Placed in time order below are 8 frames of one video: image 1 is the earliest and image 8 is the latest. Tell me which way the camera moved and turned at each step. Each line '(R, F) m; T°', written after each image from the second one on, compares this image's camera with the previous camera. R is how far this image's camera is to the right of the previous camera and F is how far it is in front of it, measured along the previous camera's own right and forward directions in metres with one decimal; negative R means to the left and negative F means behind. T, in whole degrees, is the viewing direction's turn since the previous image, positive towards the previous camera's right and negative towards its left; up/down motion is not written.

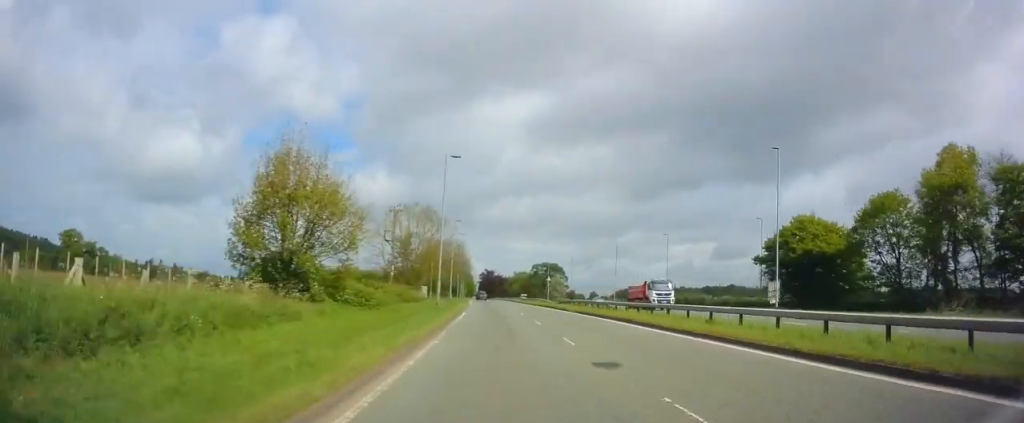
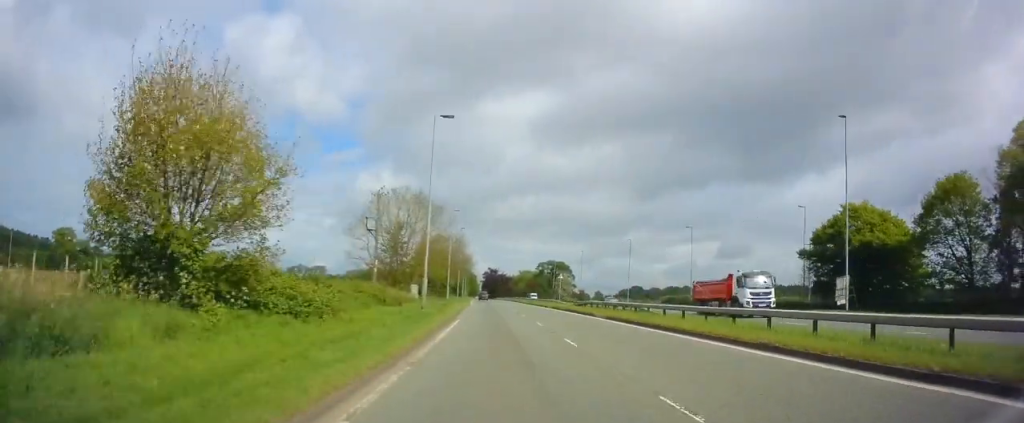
(0.0, +9.0) m; 0°
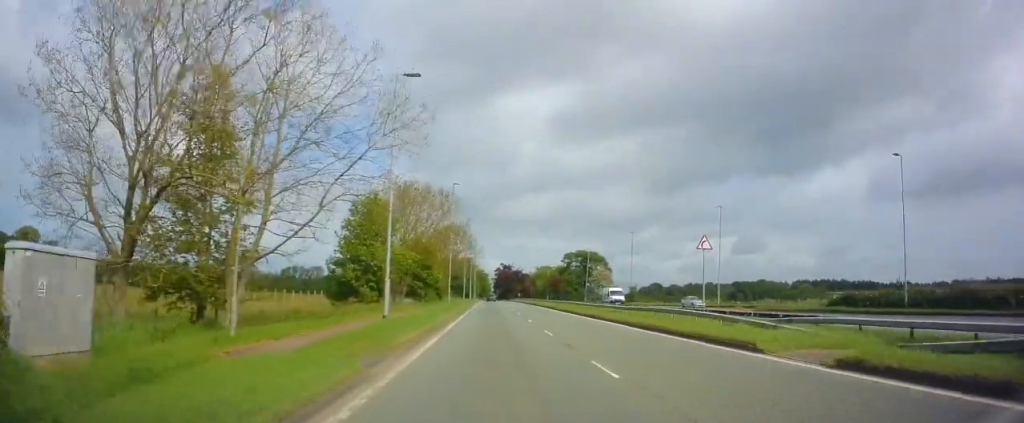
(-0.3, +40.2) m; -1°
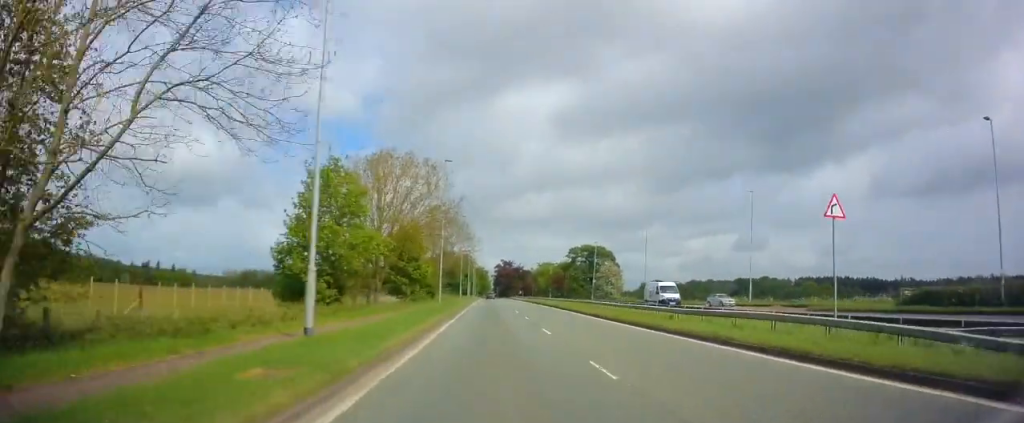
(-0.1, +9.2) m; 0°
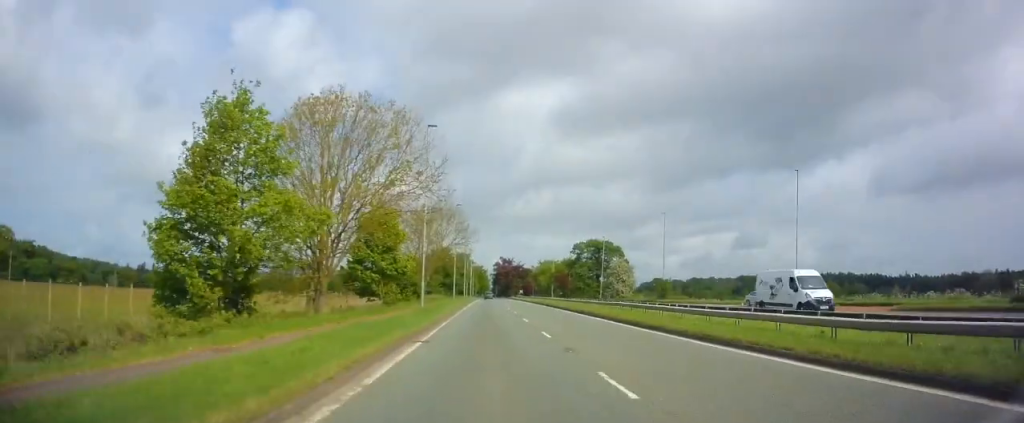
(0.0, +10.6) m; 0°
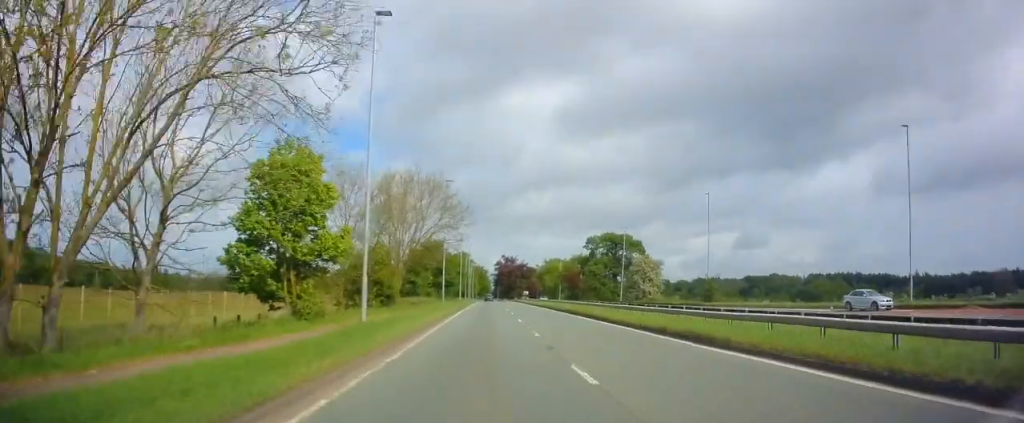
(+0.1, +16.6) m; 0°
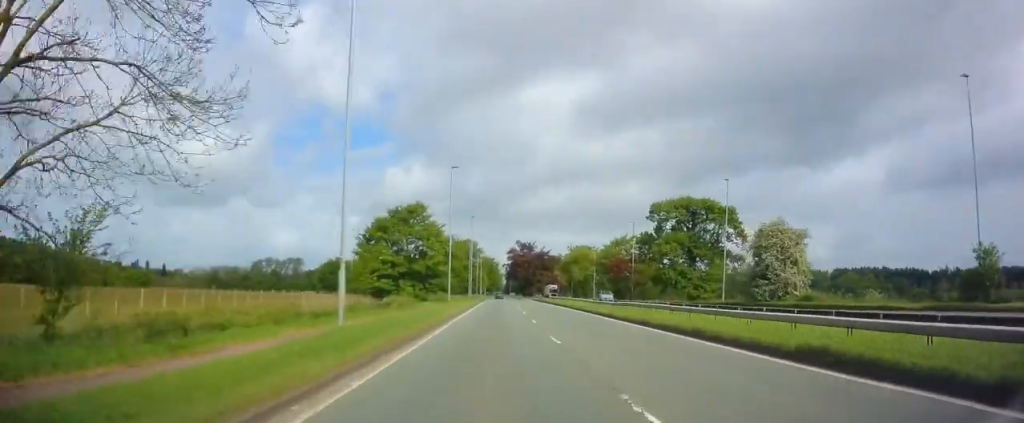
(-0.8, +38.8) m; -2°
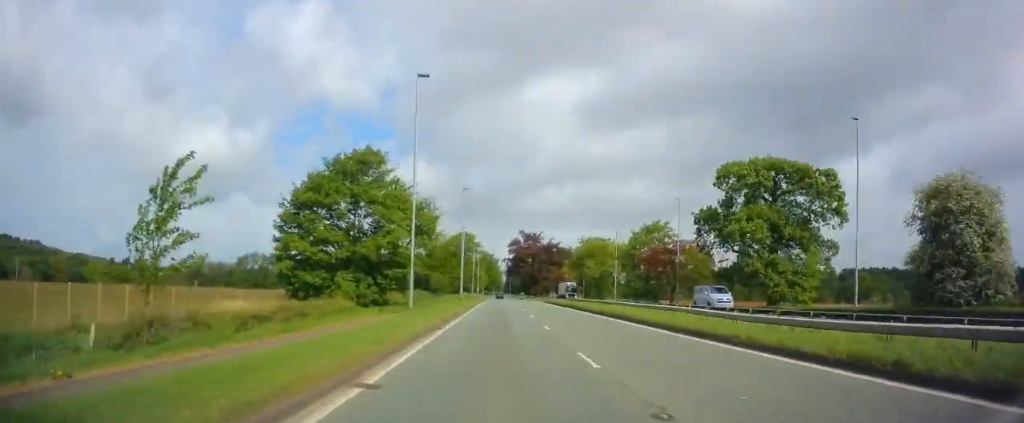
(+0.2, +22.2) m; +1°
